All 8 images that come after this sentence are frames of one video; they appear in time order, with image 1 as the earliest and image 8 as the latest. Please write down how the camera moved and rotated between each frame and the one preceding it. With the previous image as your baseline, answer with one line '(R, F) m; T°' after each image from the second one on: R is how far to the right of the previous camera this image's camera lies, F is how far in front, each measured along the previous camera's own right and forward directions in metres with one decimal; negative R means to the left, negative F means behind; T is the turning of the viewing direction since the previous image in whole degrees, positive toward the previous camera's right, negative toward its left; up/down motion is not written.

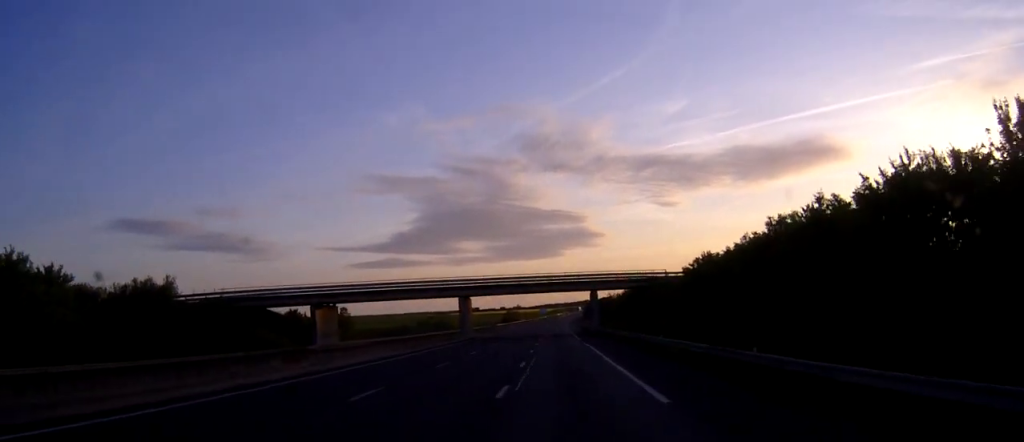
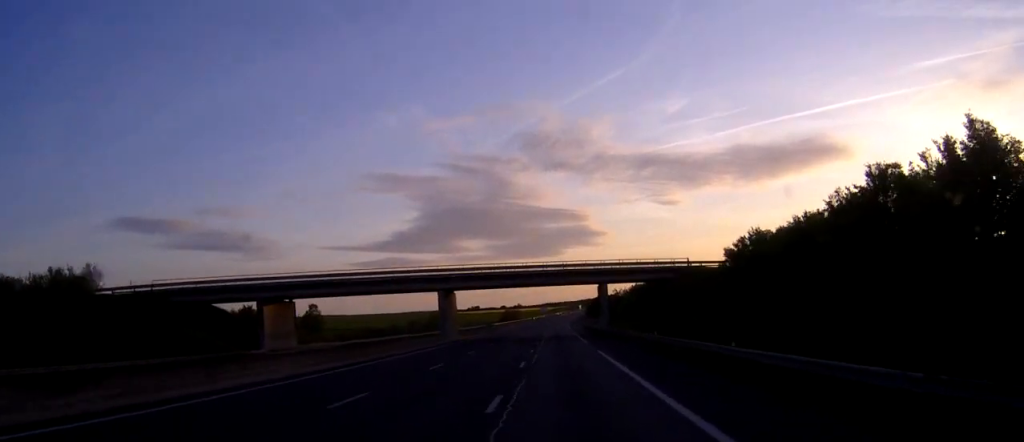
(0.0, +15.0) m; 0°
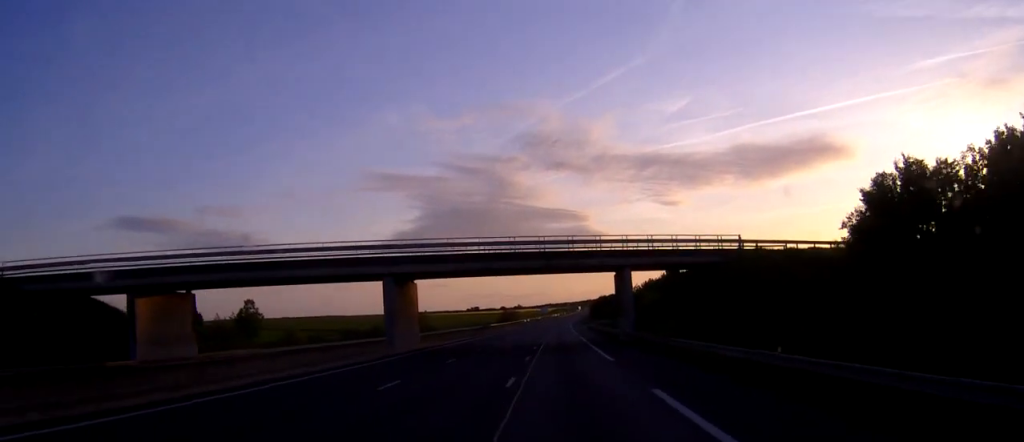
(0.0, +21.6) m; 0°
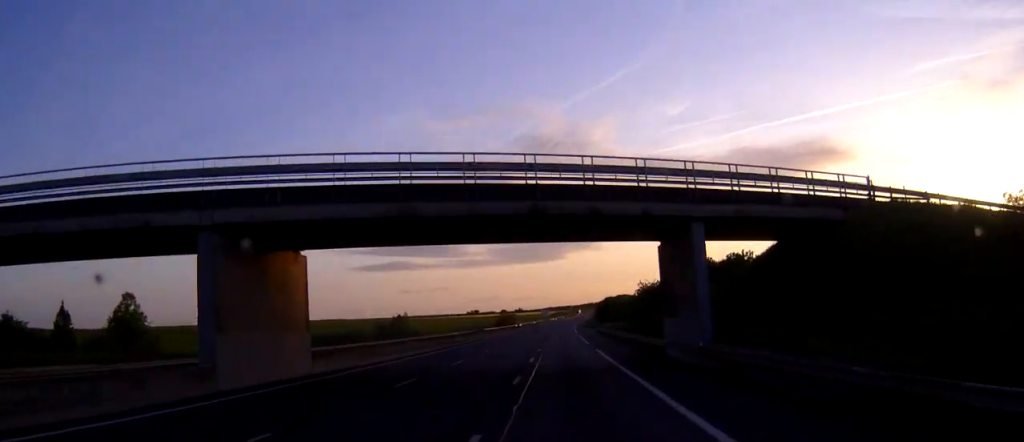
(0.0, +24.3) m; 0°
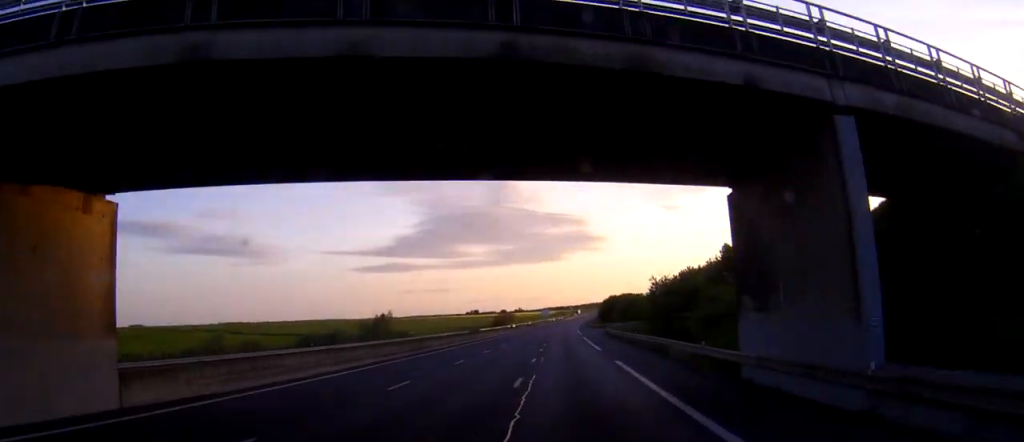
(0.0, +14.0) m; 0°
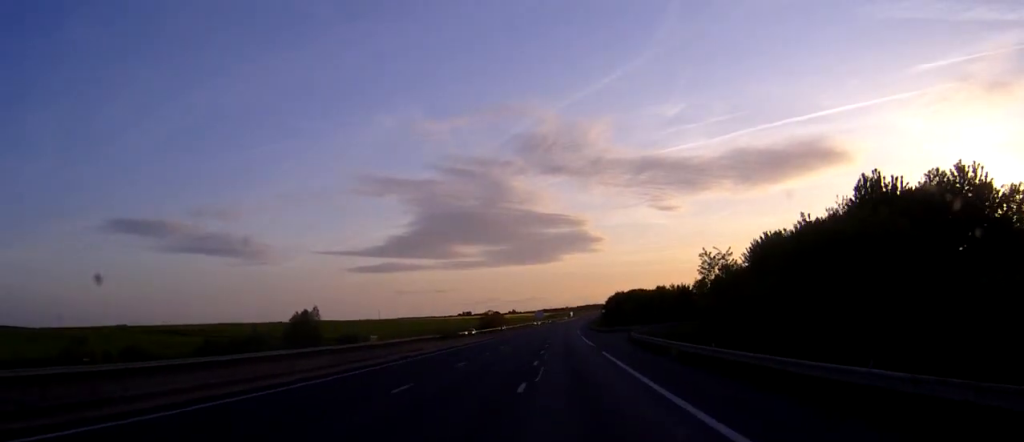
(+0.2, +38.7) m; +1°
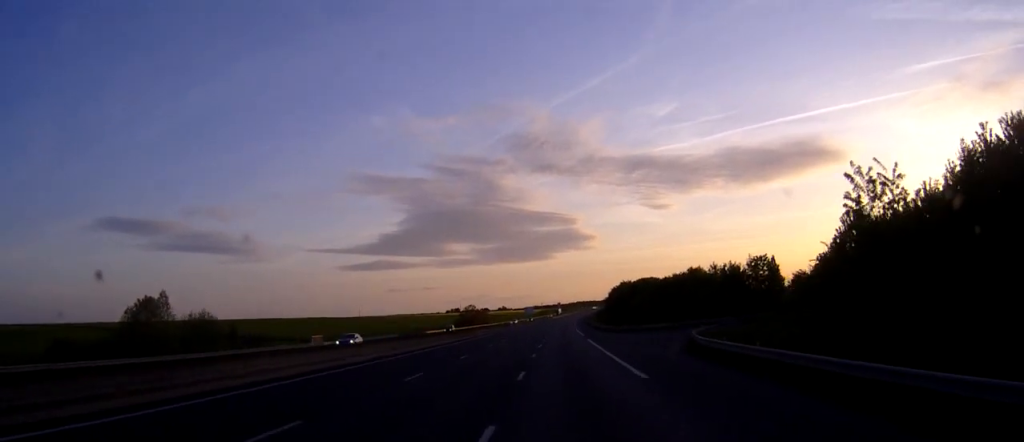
(+0.2, +36.4) m; 0°
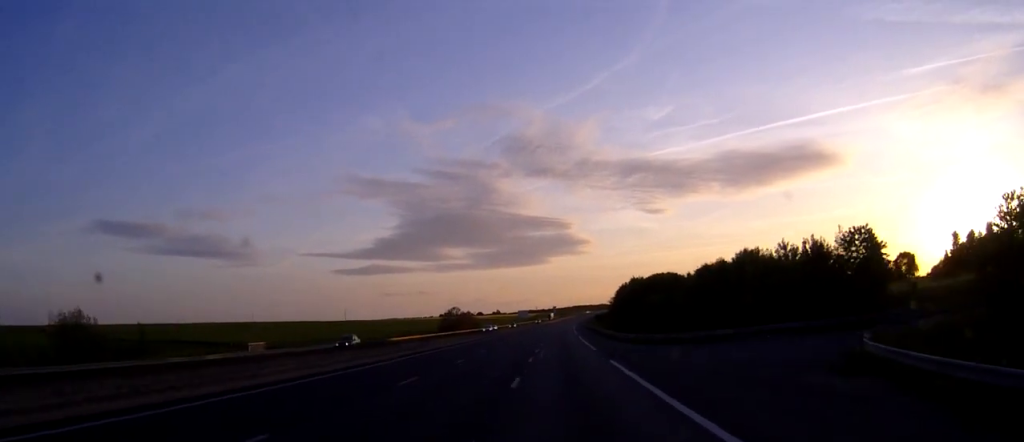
(0.0, +27.2) m; 0°
